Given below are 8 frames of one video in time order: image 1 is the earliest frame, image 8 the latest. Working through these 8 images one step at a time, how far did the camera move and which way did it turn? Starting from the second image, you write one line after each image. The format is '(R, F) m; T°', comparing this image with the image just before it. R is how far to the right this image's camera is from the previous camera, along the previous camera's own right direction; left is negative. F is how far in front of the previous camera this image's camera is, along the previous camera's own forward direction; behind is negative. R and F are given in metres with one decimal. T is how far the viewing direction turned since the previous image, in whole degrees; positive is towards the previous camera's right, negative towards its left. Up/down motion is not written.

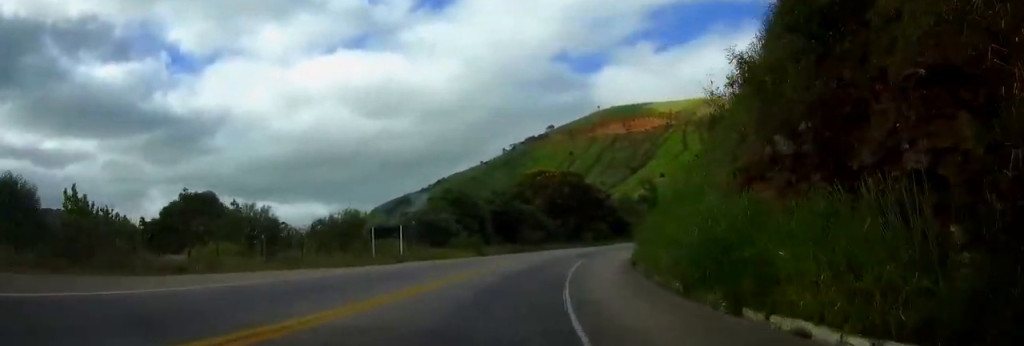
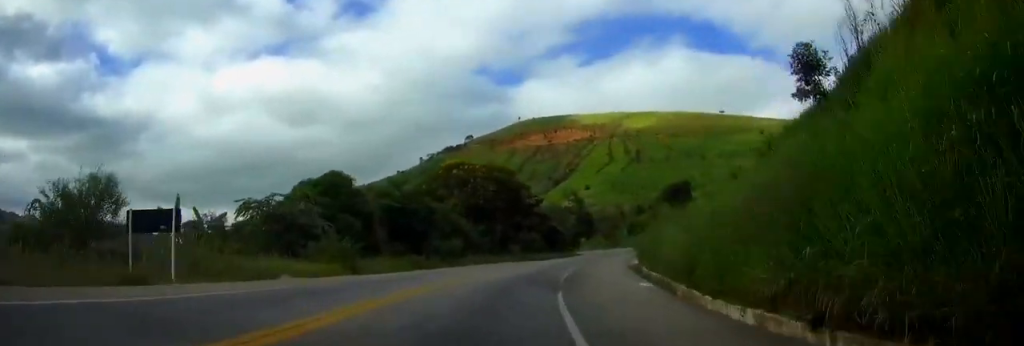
(+1.2, +23.3) m; +6°
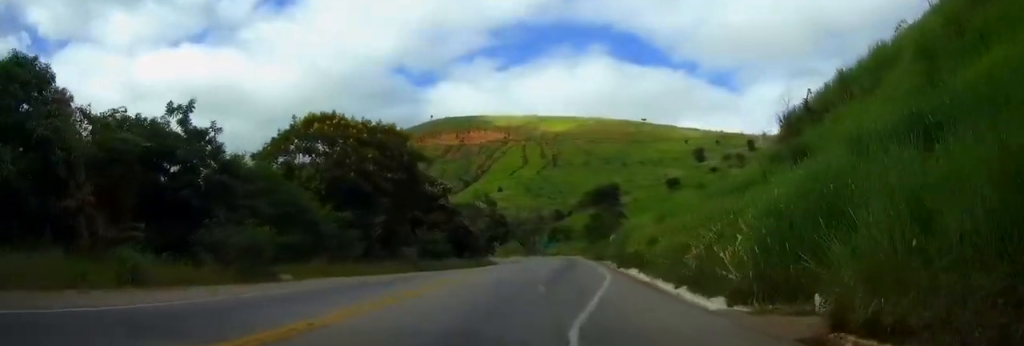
(+1.8, +27.8) m; +6°
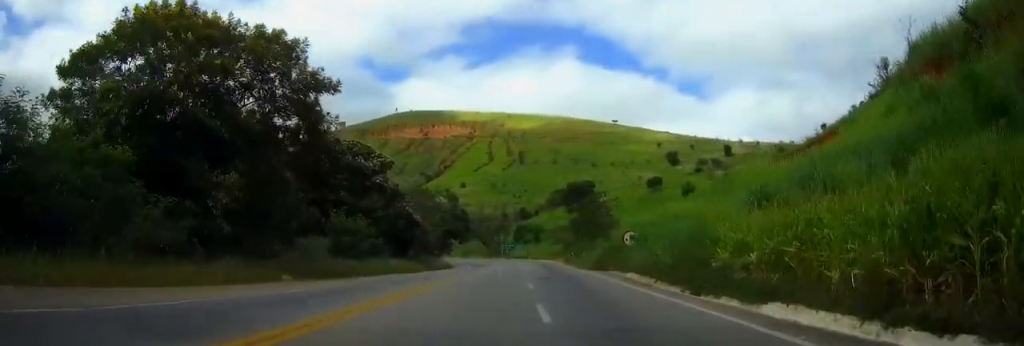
(+0.6, +23.3) m; +2°
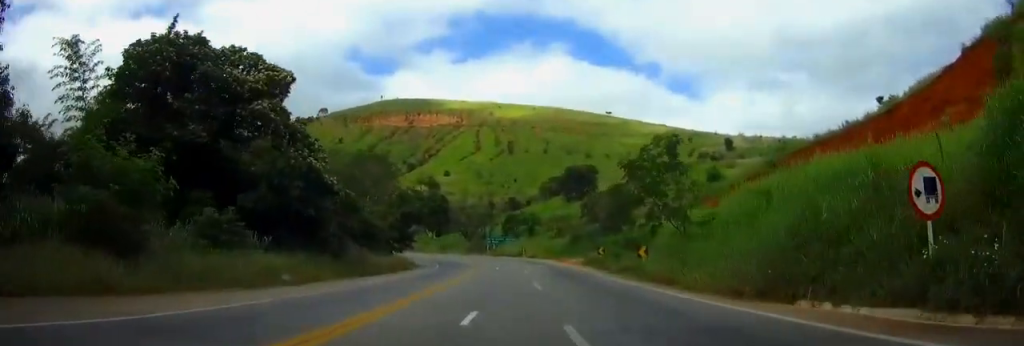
(+0.4, +30.2) m; +1°
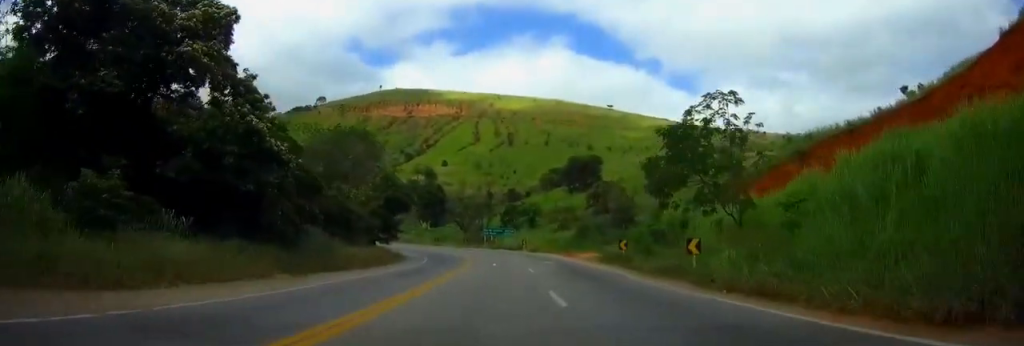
(0.0, +8.8) m; 0°
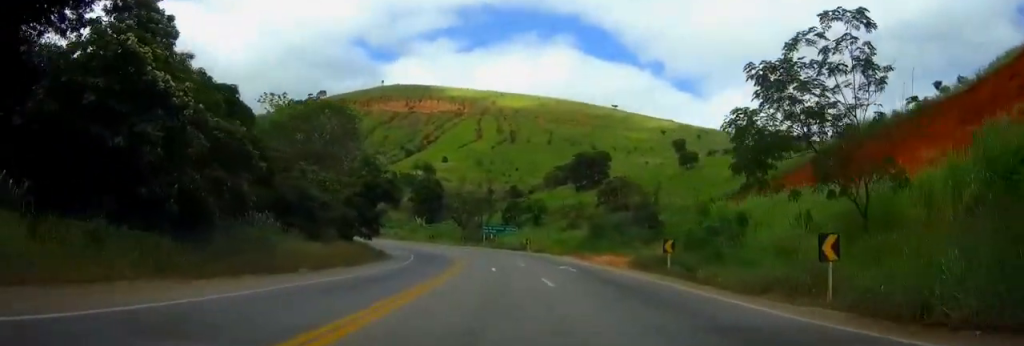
(+0.1, +10.2) m; 0°
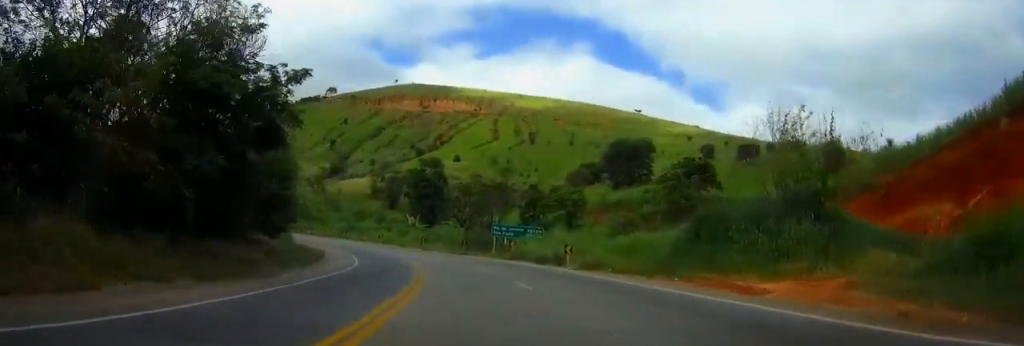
(-0.4, +30.5) m; -3°
